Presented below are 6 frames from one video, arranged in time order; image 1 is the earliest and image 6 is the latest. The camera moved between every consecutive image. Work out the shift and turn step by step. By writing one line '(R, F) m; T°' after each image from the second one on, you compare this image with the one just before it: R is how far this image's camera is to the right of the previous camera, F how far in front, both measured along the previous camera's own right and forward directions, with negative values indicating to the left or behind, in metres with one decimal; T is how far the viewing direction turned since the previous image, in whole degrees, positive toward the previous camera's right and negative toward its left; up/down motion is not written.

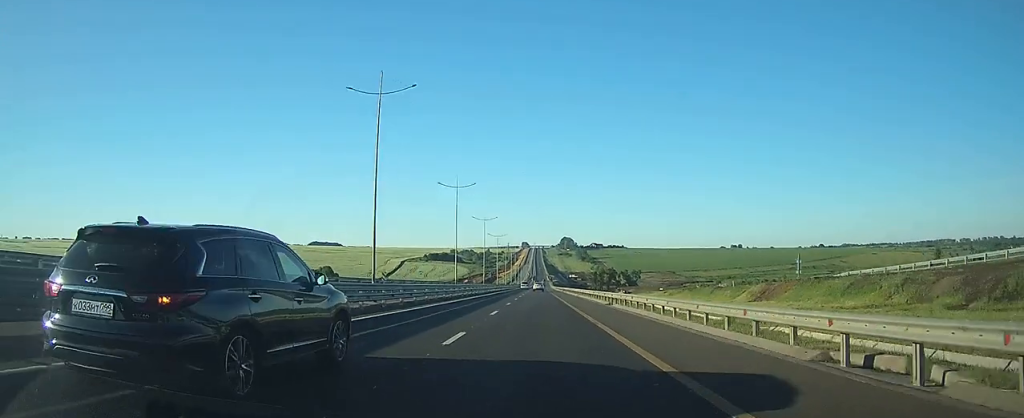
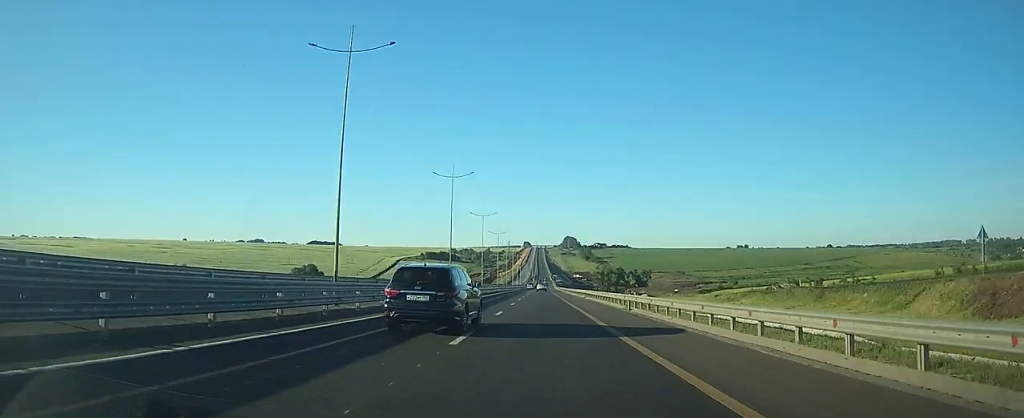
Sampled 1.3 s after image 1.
(-0.2, +35.9) m; 0°
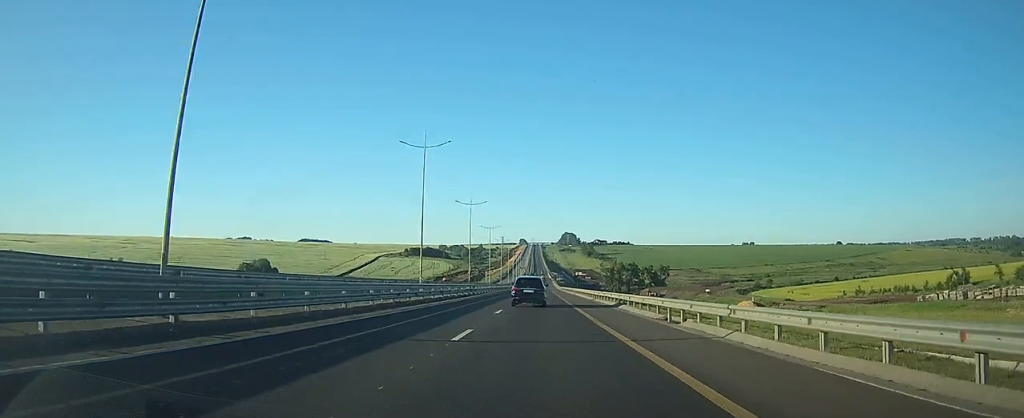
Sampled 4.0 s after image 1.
(-0.3, +71.4) m; 0°
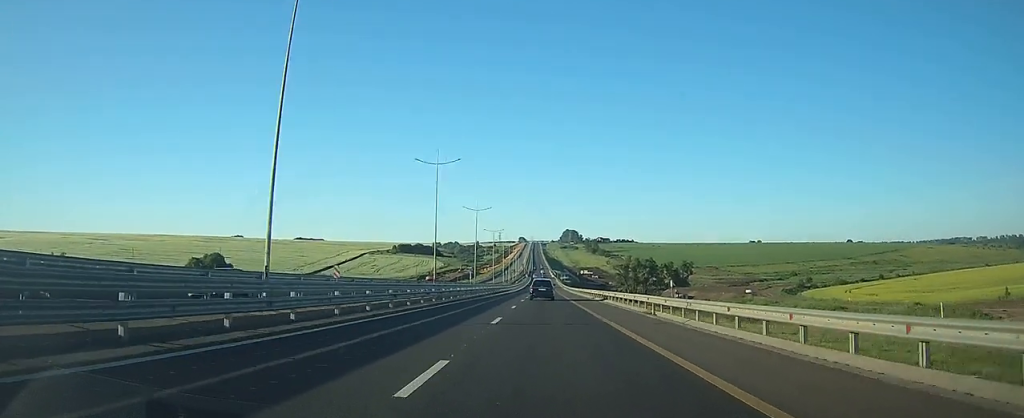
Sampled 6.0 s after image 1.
(0.0, +54.3) m; 0°
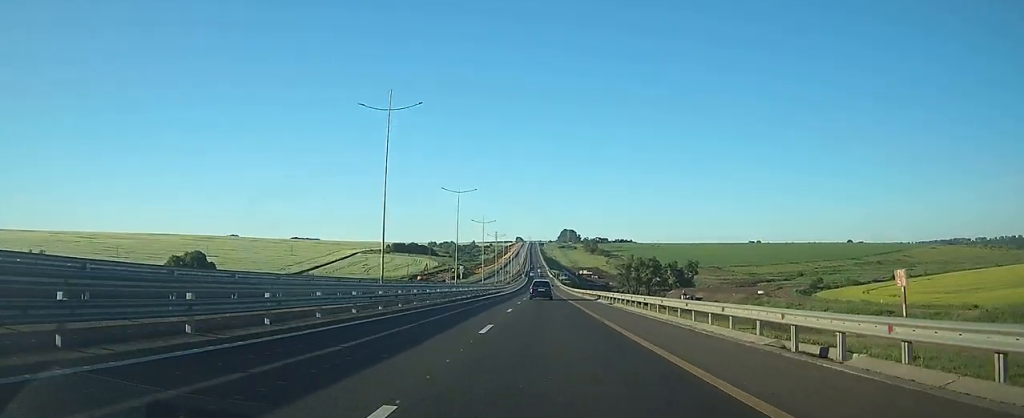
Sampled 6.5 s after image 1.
(0.0, +15.4) m; 0°
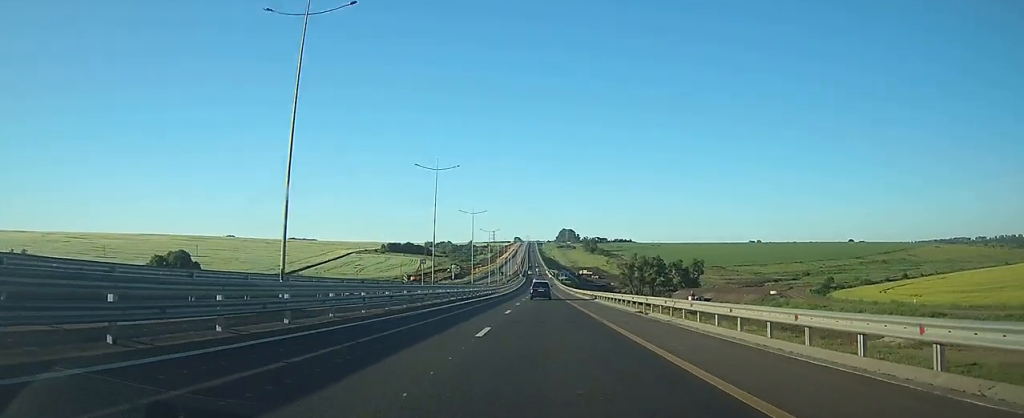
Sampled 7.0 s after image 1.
(0.0, +12.7) m; 0°
